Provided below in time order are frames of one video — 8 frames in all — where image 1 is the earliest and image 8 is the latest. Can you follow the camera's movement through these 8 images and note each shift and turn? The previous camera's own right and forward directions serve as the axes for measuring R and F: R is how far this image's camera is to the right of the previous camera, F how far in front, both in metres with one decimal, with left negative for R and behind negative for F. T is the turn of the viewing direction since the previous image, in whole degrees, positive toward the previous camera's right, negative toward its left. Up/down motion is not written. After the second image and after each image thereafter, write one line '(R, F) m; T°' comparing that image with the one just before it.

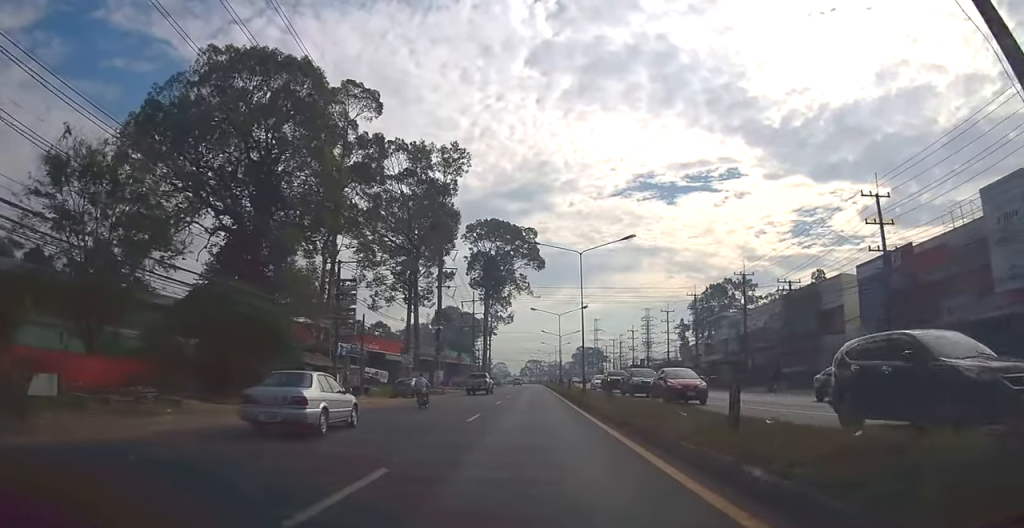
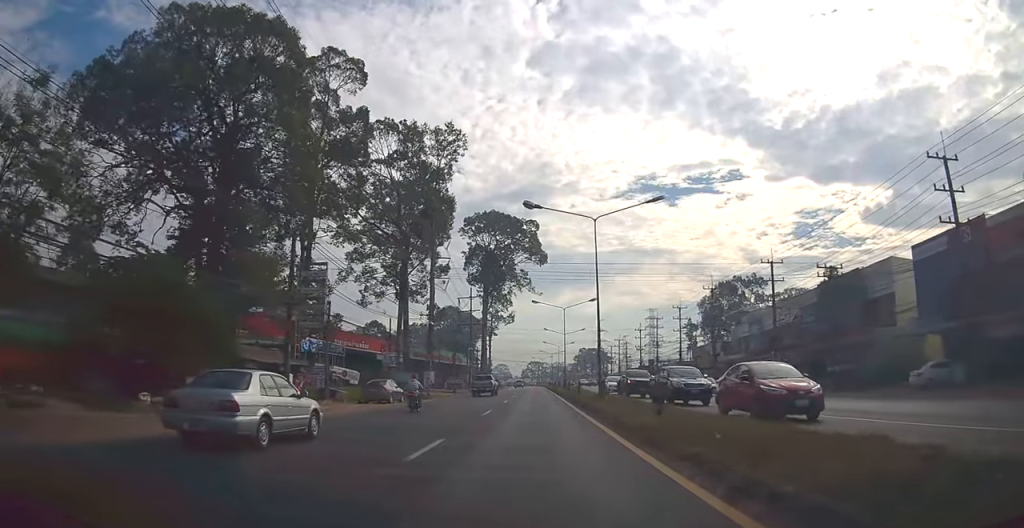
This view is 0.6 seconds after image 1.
(-0.3, +7.9) m; -2°
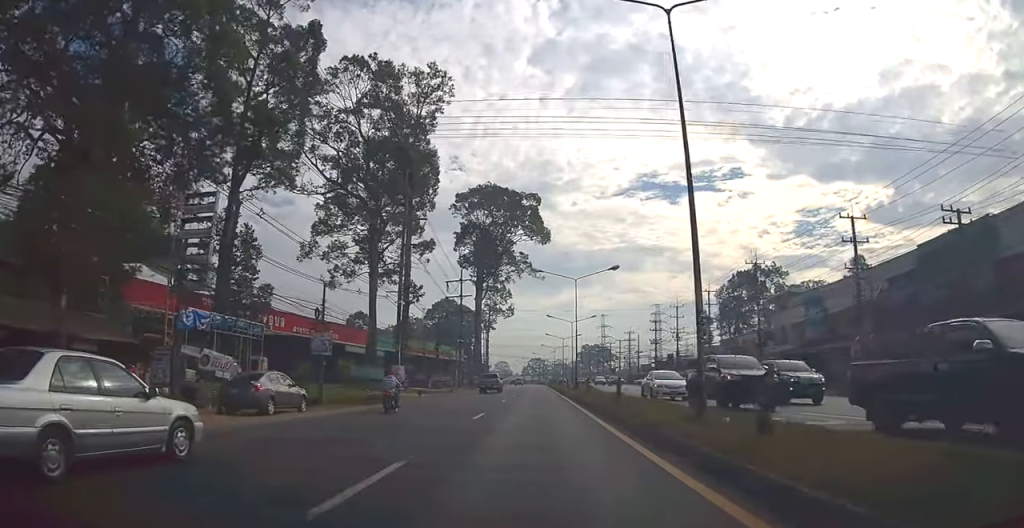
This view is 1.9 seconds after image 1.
(-0.3, +16.0) m; -2°
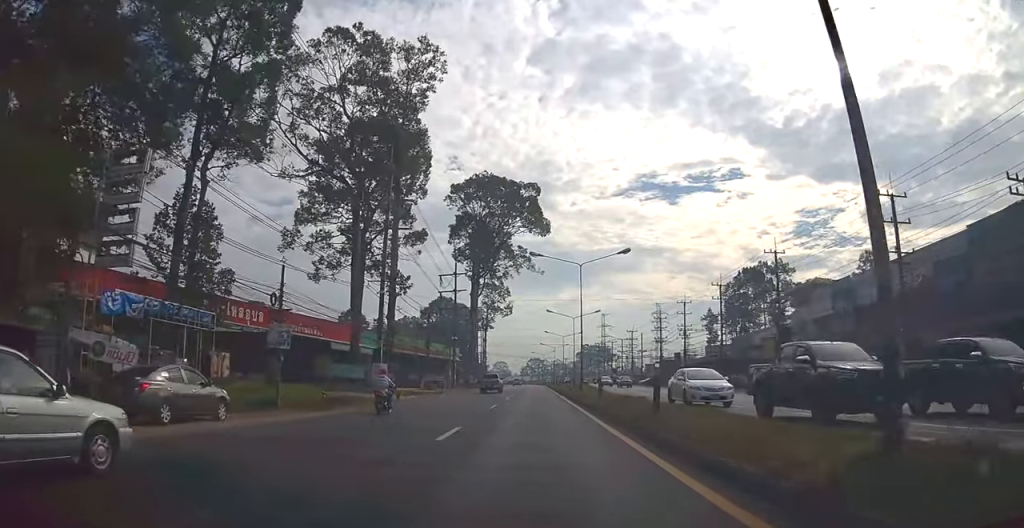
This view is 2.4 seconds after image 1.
(0.0, +5.6) m; 0°
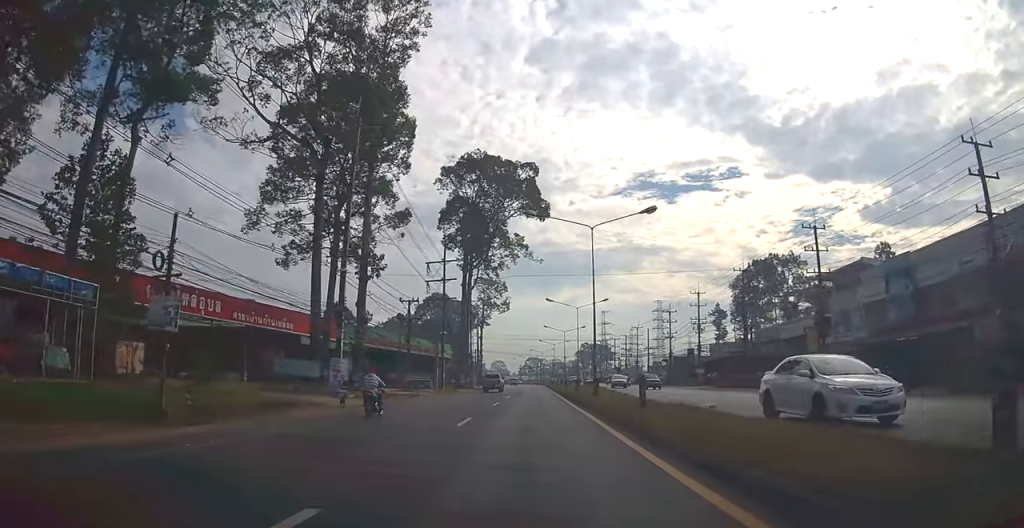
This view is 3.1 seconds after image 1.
(0.0, +8.9) m; -1°
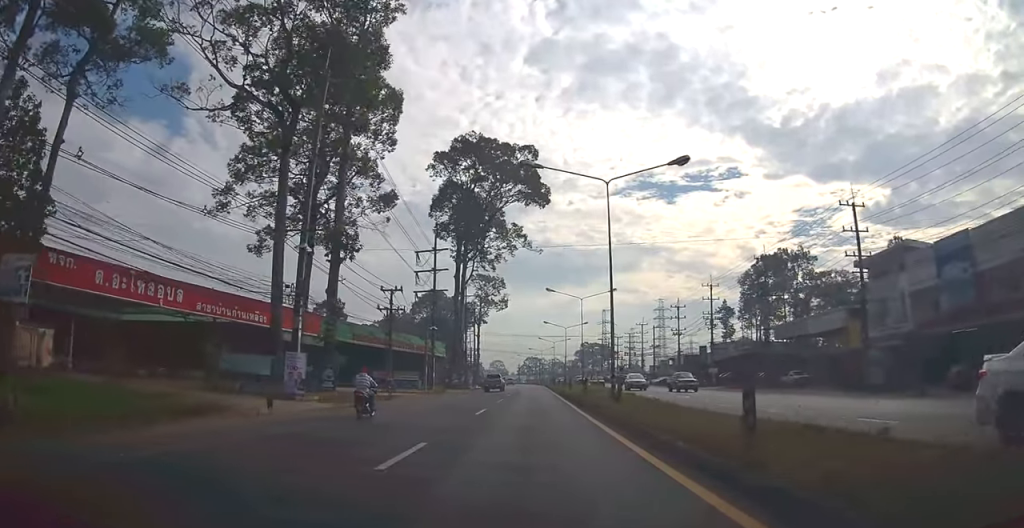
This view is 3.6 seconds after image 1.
(-0.1, +6.5) m; 0°
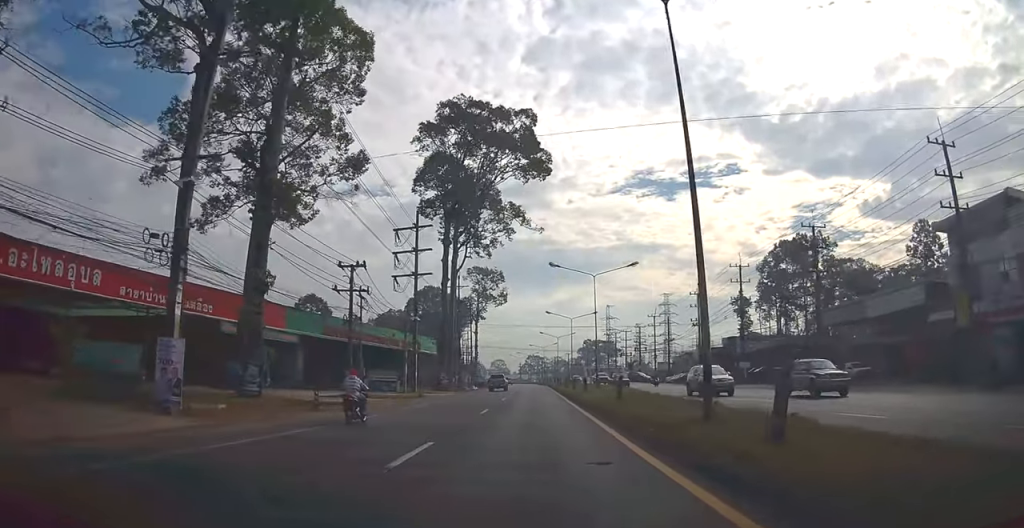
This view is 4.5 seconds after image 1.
(0.0, +10.9) m; 0°
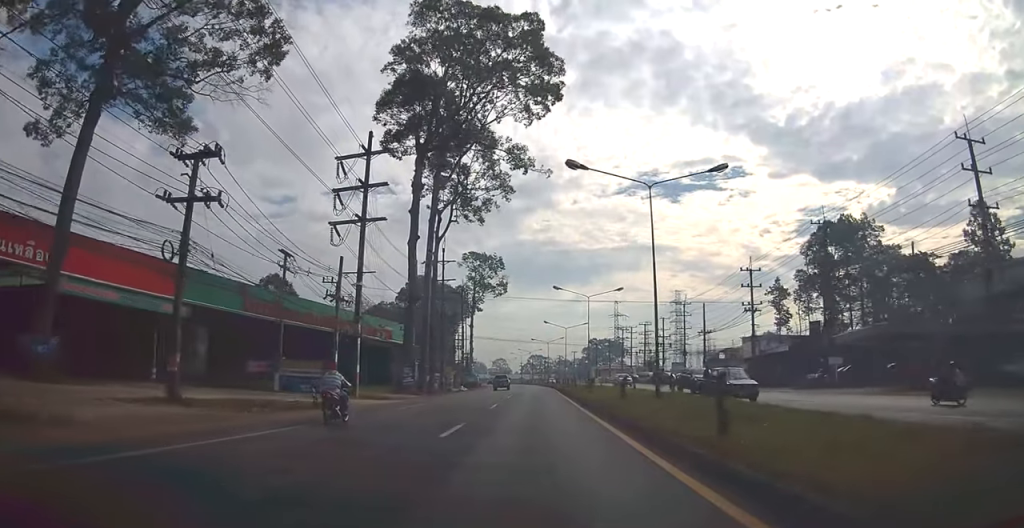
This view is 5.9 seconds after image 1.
(-0.1, +19.4) m; +1°
